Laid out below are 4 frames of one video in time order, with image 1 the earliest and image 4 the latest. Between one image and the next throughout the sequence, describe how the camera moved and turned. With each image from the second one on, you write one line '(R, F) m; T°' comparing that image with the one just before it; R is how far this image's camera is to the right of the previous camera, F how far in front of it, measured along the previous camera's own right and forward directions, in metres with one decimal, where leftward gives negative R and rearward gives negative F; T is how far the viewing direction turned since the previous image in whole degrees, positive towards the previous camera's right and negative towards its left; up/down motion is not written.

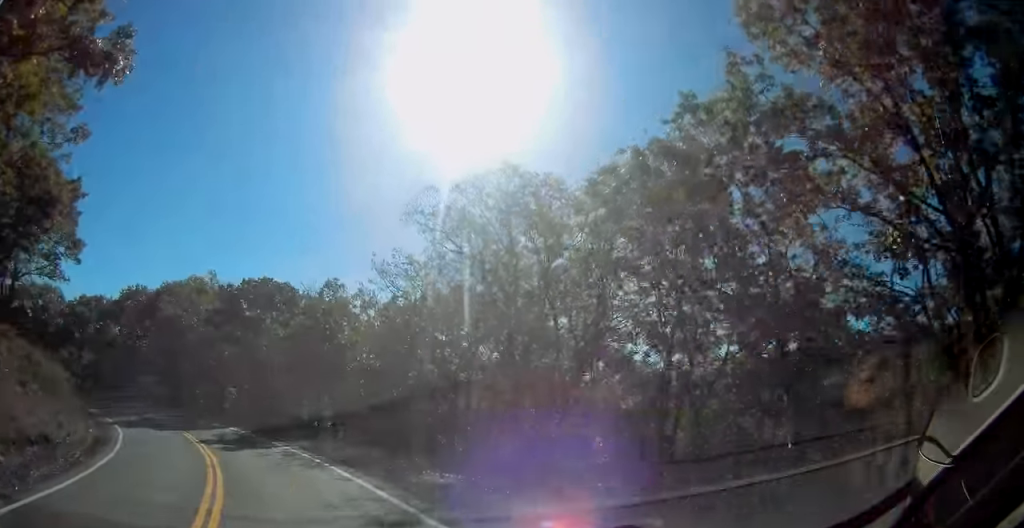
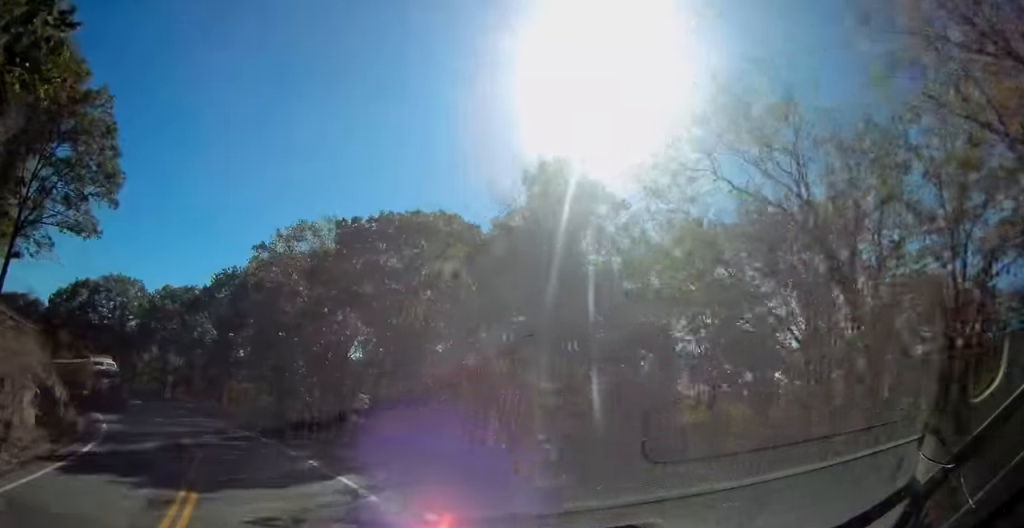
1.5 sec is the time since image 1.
(-2.6, +20.7) m; -16°
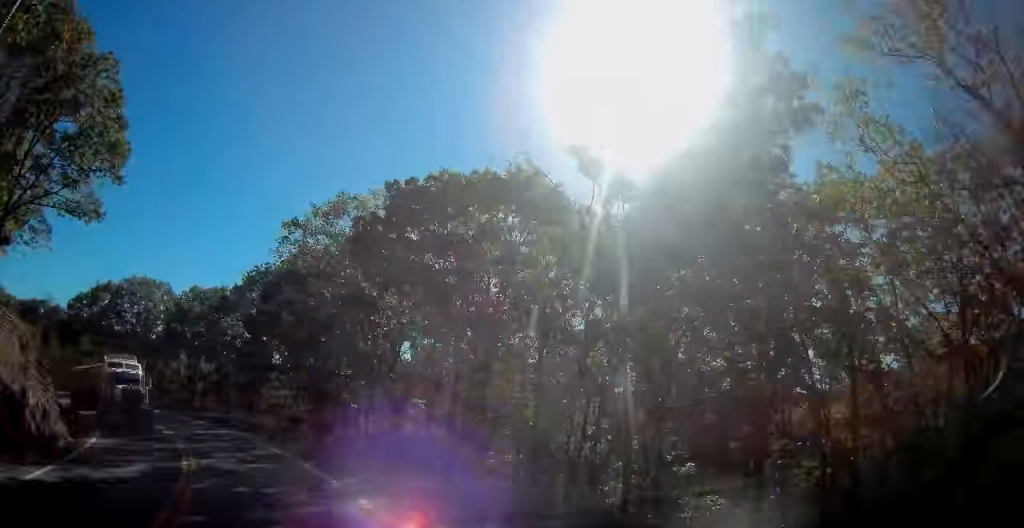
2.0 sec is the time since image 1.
(-0.4, +6.3) m; -4°
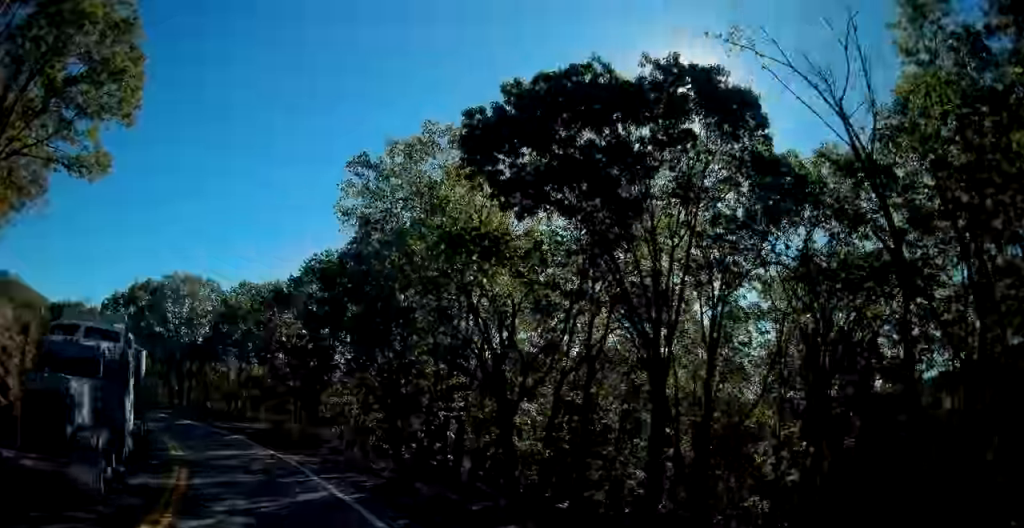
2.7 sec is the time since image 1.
(-0.4, +9.4) m; -7°
